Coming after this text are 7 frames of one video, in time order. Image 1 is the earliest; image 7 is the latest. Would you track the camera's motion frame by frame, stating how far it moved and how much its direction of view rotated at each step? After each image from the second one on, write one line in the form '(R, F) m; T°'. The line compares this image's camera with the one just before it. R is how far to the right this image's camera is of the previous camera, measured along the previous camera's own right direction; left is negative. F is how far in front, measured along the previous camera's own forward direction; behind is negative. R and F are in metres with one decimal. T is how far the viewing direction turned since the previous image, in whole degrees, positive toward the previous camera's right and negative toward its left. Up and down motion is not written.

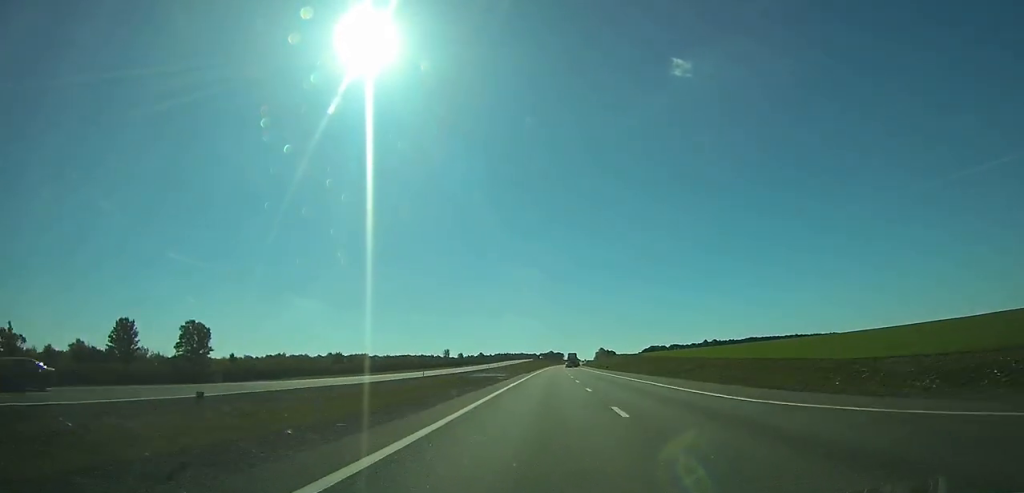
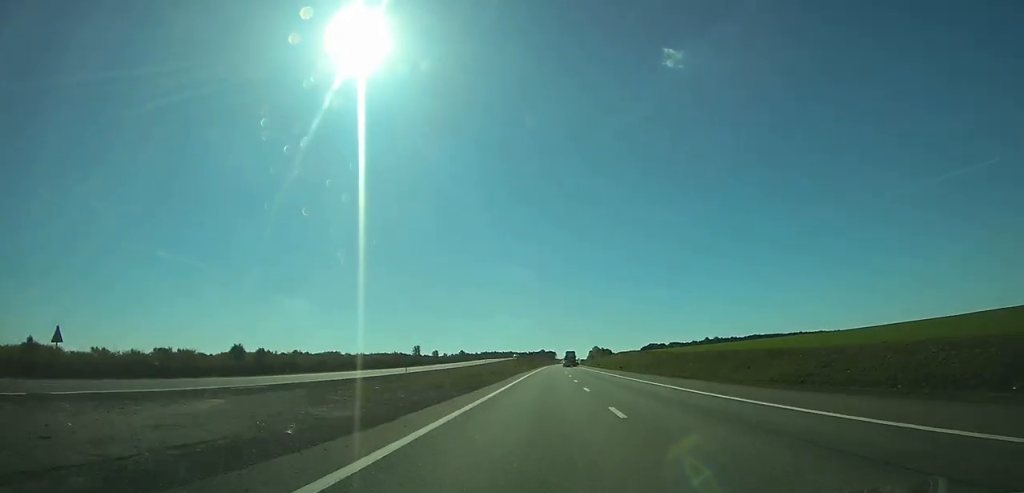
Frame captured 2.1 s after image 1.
(+0.2, +59.8) m; 0°
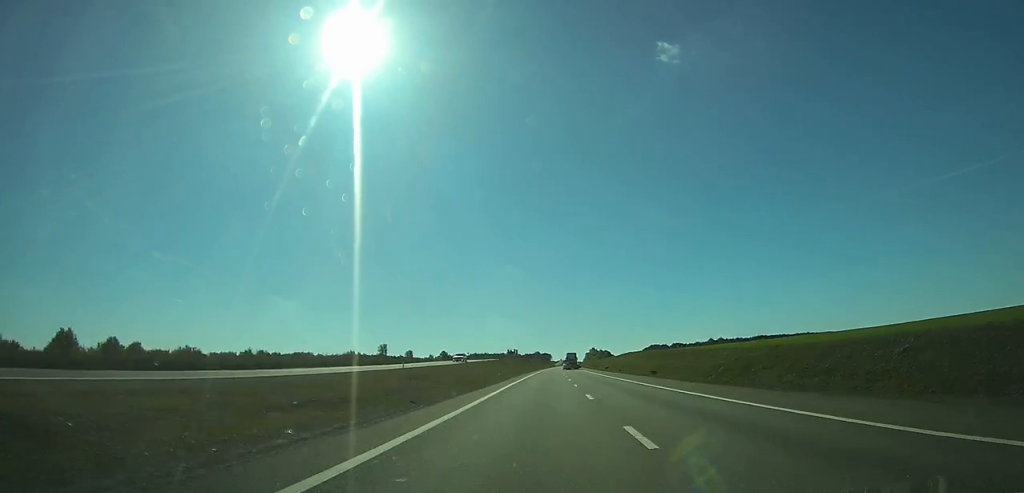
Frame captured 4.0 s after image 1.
(+0.2, +52.2) m; +1°
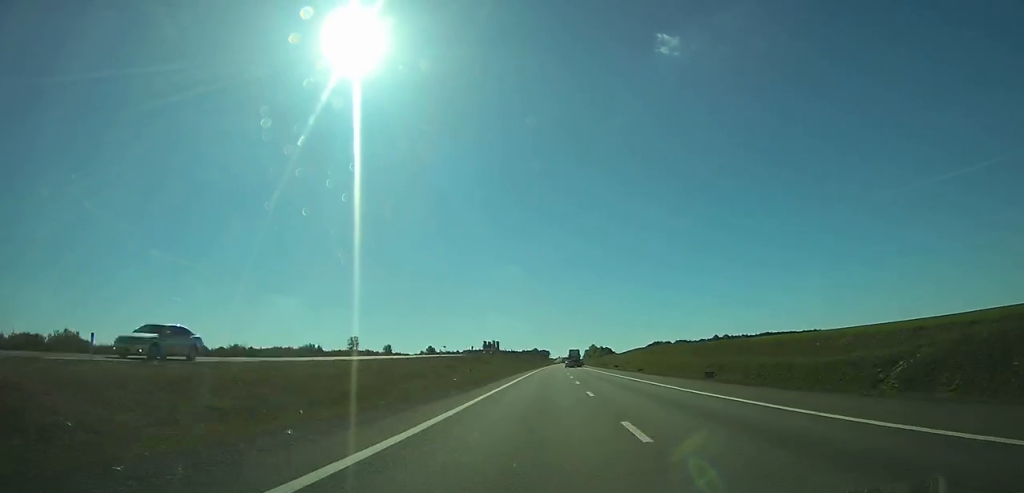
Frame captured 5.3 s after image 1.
(+0.1, +35.4) m; 0°
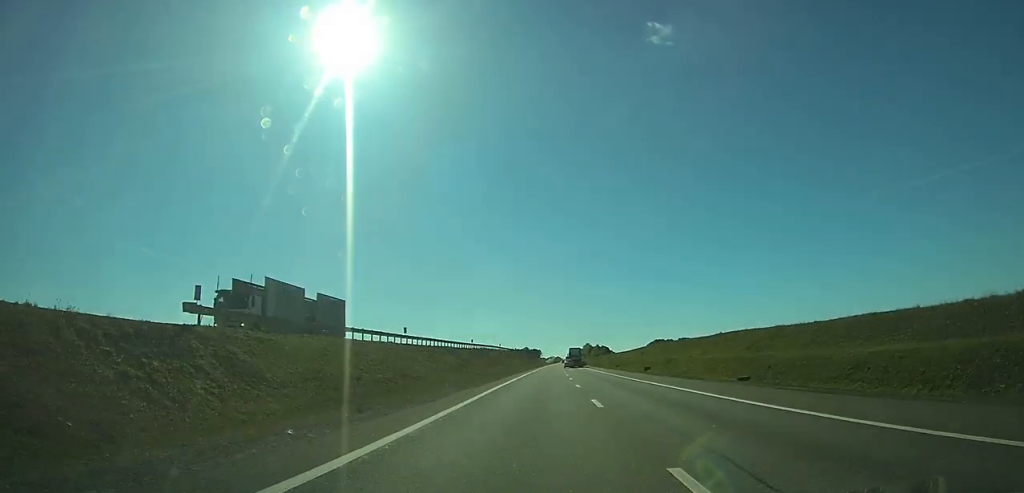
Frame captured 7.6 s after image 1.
(+0.3, +65.1) m; 0°
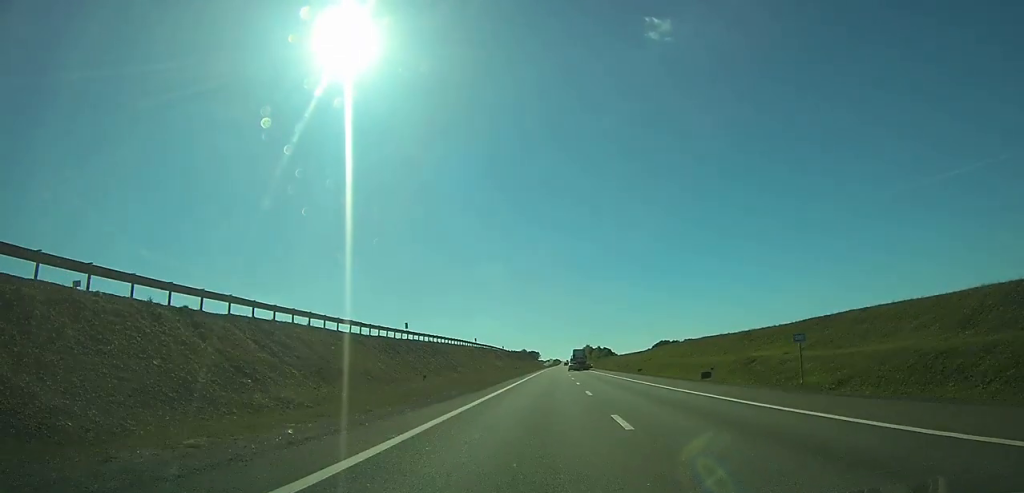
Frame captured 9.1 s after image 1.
(0.0, +40.9) m; 0°
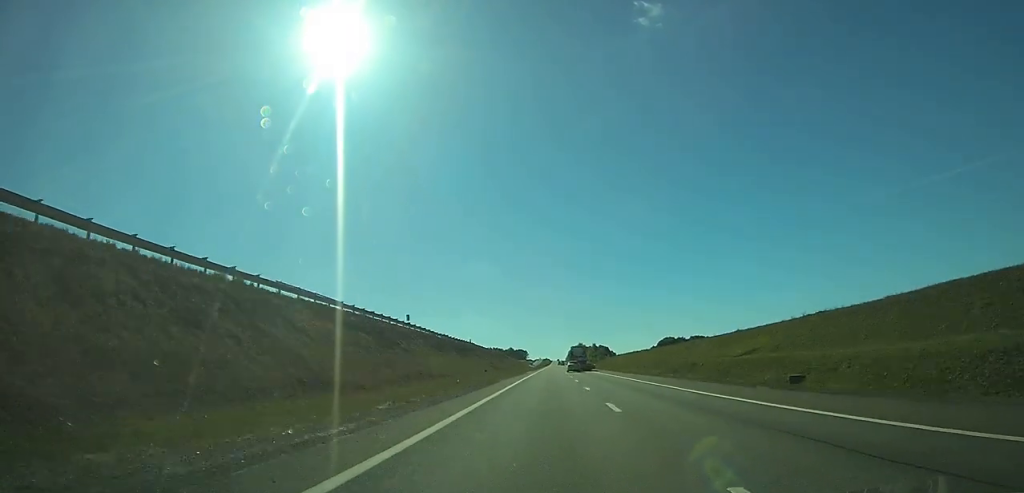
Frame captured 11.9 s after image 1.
(+0.5, +80.2) m; +1°
